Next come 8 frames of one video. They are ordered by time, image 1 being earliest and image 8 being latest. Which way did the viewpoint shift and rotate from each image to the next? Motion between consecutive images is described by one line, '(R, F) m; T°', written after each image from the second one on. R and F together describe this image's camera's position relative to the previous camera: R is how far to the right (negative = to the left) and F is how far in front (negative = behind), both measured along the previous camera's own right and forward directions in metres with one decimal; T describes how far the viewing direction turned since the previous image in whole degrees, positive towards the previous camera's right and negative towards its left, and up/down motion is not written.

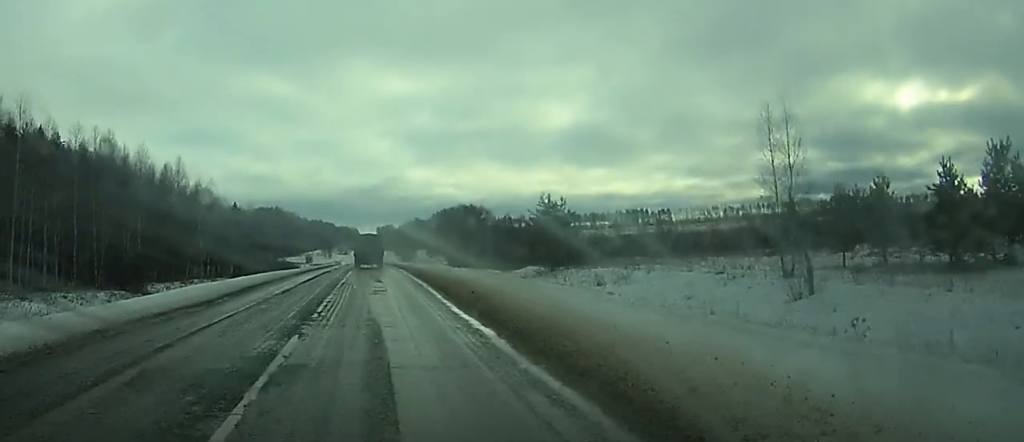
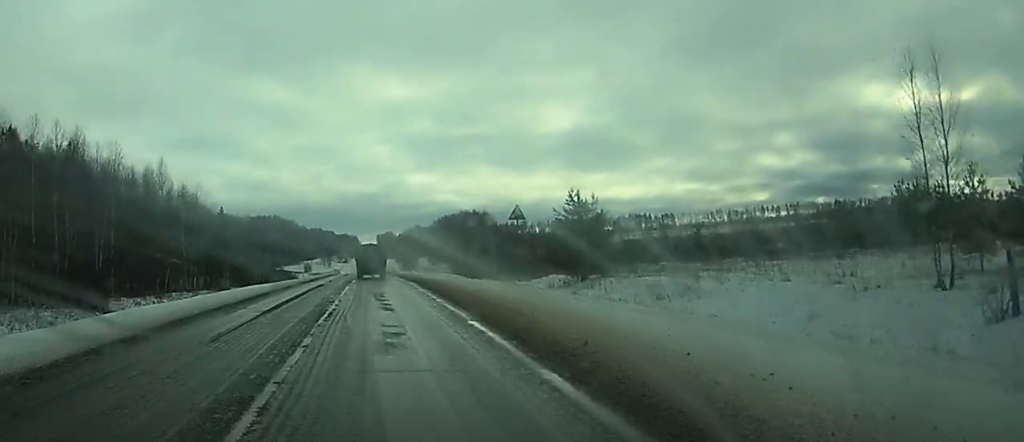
(0.0, +11.4) m; 0°
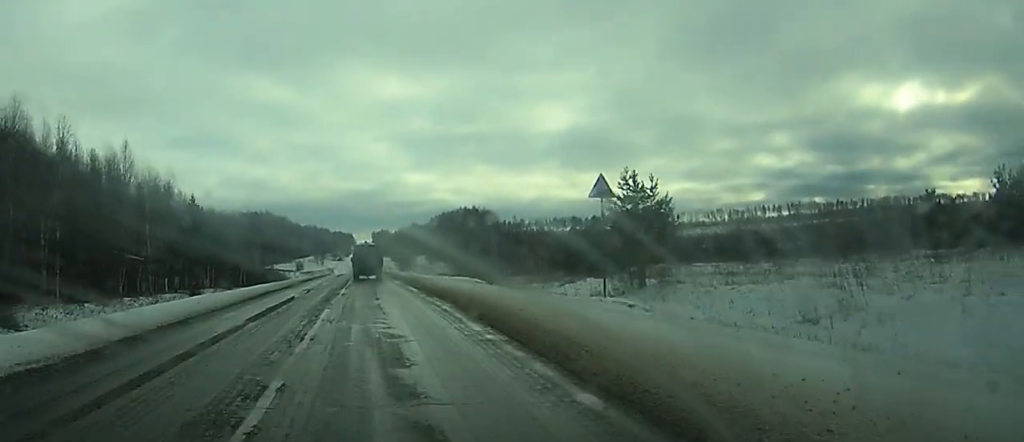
(0.0, +15.9) m; 0°
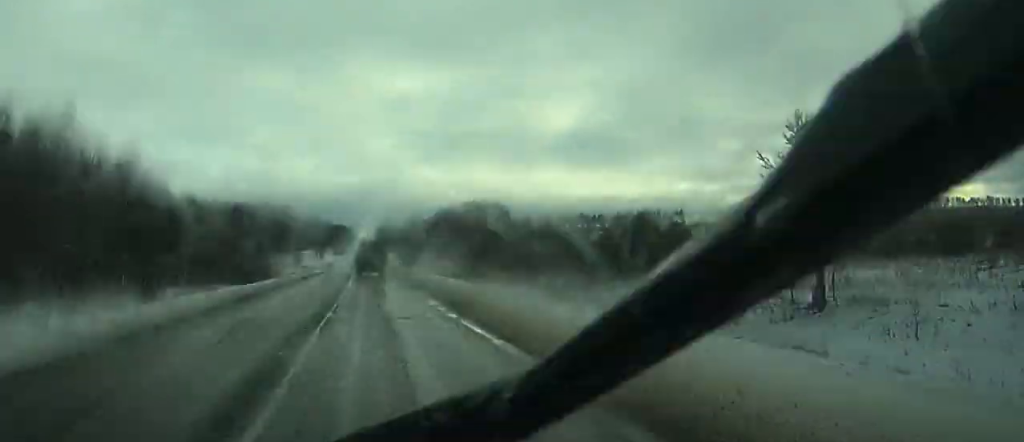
(0.0, +22.0) m; 0°
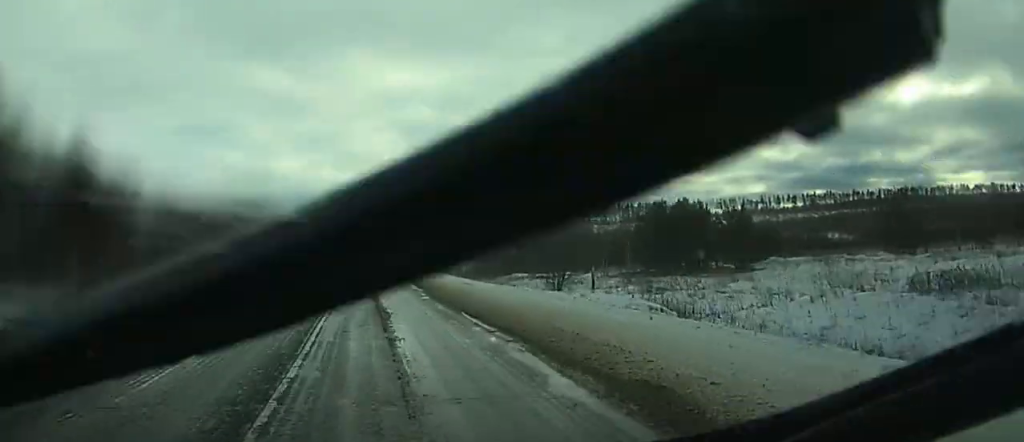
(0.0, +15.9) m; 0°
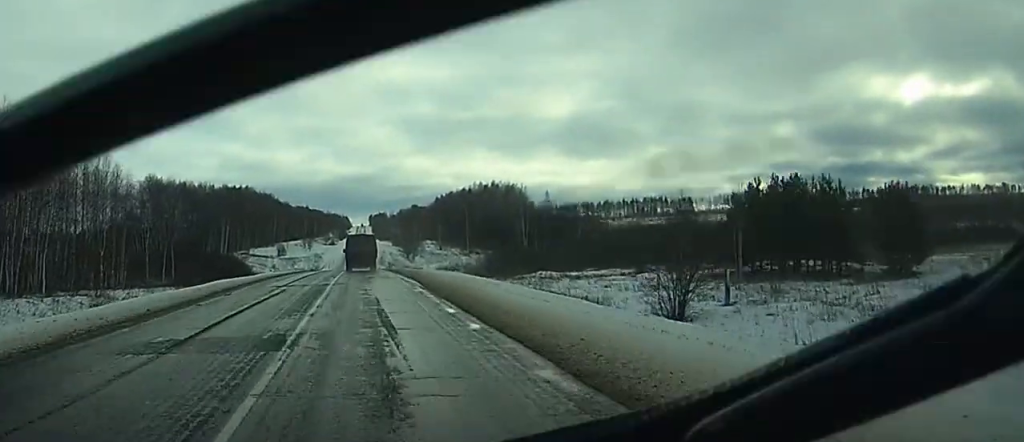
(-0.1, +25.0) m; 0°
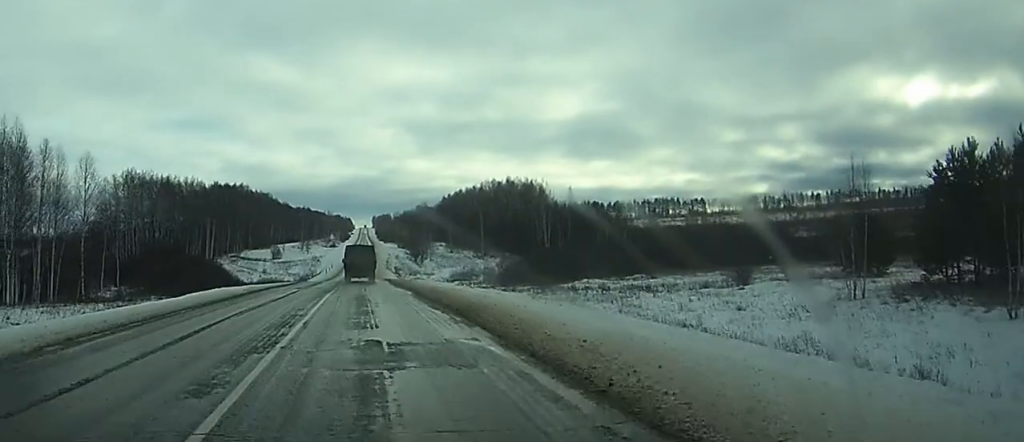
(0.0, +26.4) m; 0°
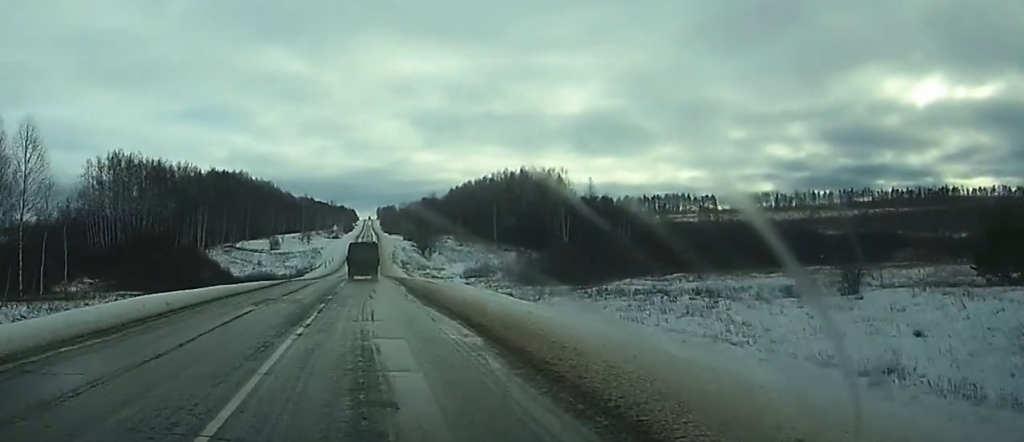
(0.0, +16.6) m; 0°
